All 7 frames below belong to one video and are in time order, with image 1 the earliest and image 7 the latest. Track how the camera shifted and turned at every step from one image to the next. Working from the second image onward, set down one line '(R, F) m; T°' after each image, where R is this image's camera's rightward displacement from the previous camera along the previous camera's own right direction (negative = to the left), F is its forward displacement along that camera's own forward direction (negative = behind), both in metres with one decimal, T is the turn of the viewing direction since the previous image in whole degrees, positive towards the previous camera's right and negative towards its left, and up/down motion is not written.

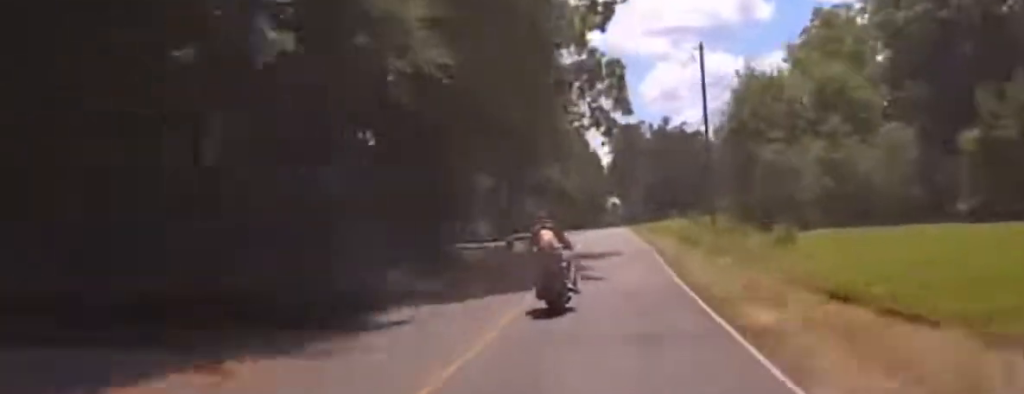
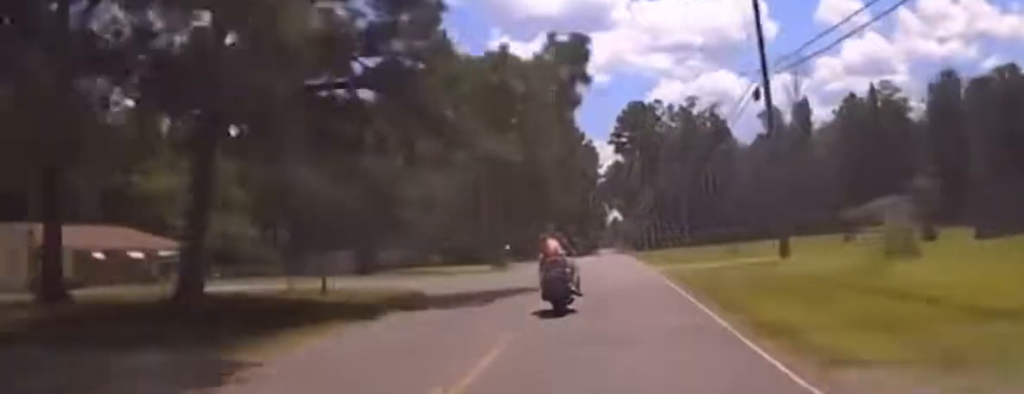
(+0.3, +66.1) m; 0°
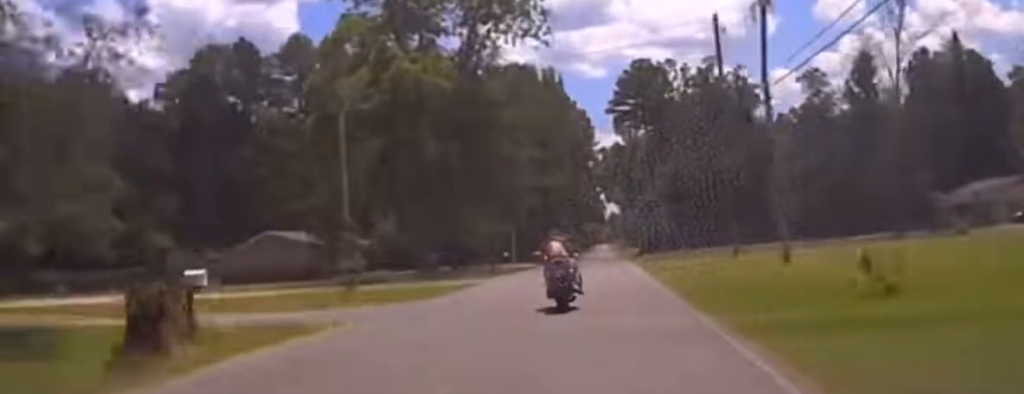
(-0.4, +32.3) m; -1°
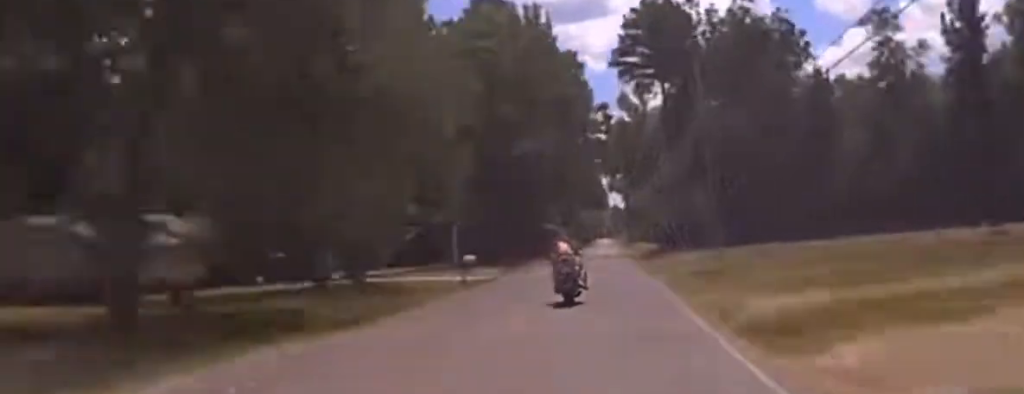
(-0.1, +39.7) m; 0°
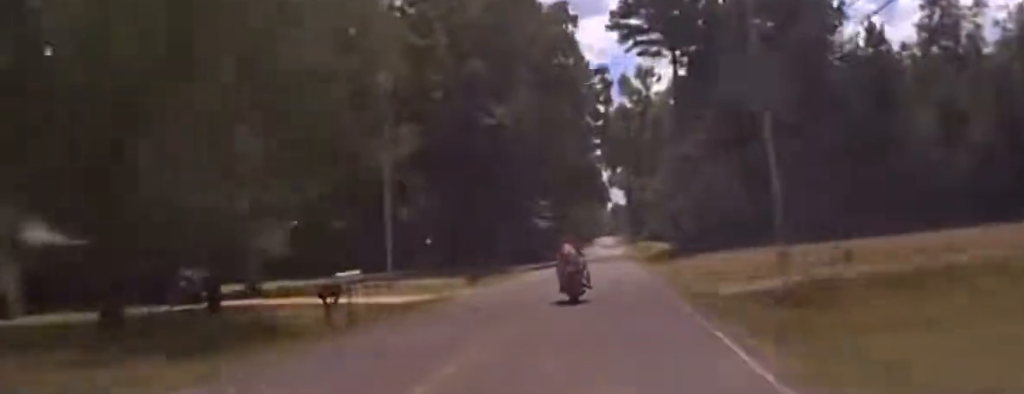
(0.0, +19.0) m; 0°
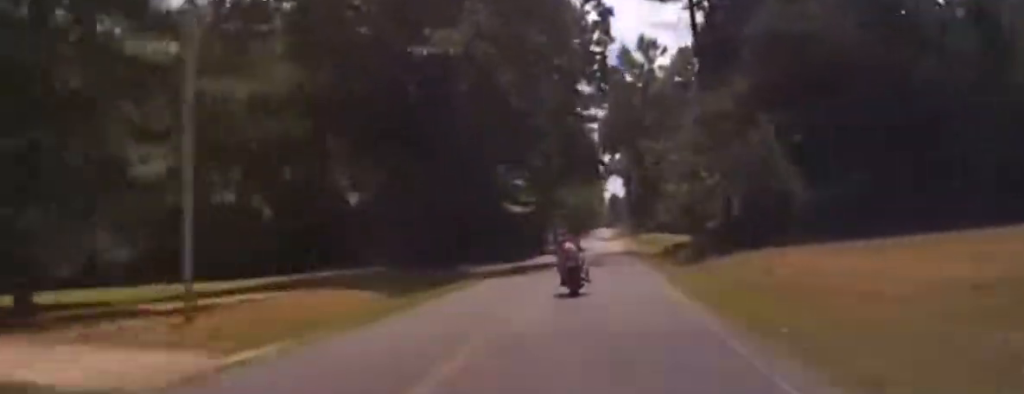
(0.0, +18.8) m; 0°
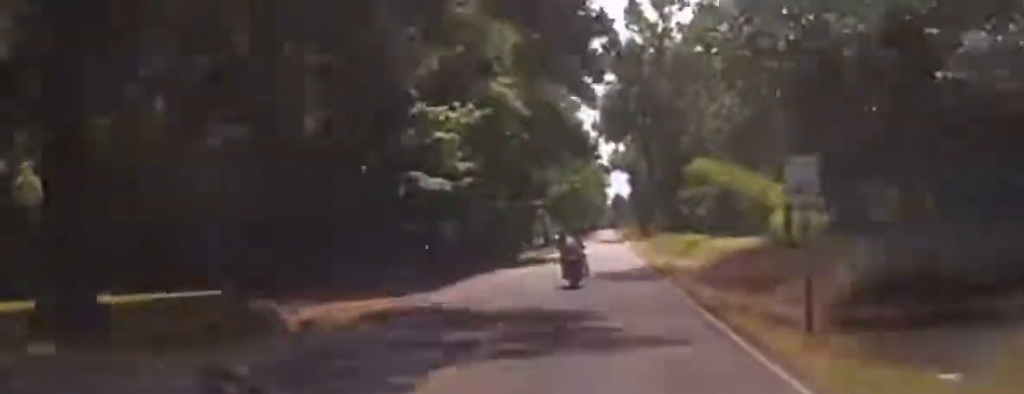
(0.0, +30.6) m; 0°
